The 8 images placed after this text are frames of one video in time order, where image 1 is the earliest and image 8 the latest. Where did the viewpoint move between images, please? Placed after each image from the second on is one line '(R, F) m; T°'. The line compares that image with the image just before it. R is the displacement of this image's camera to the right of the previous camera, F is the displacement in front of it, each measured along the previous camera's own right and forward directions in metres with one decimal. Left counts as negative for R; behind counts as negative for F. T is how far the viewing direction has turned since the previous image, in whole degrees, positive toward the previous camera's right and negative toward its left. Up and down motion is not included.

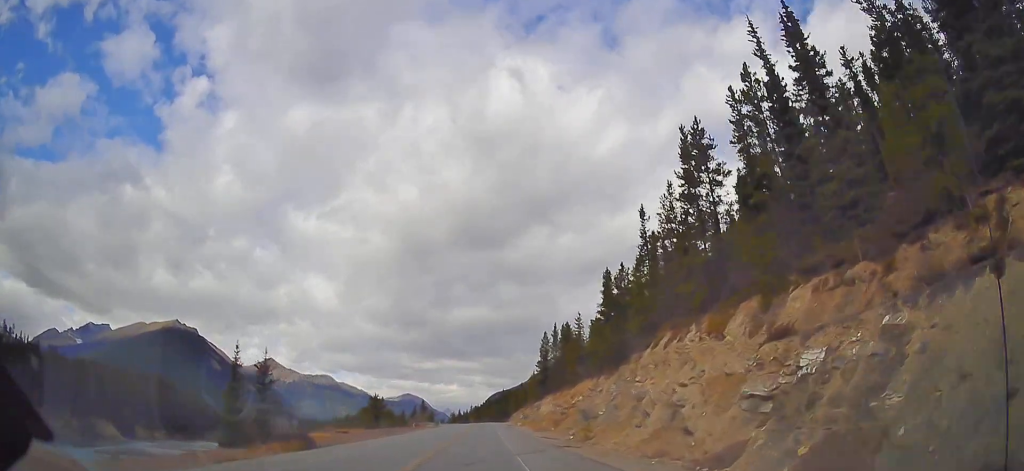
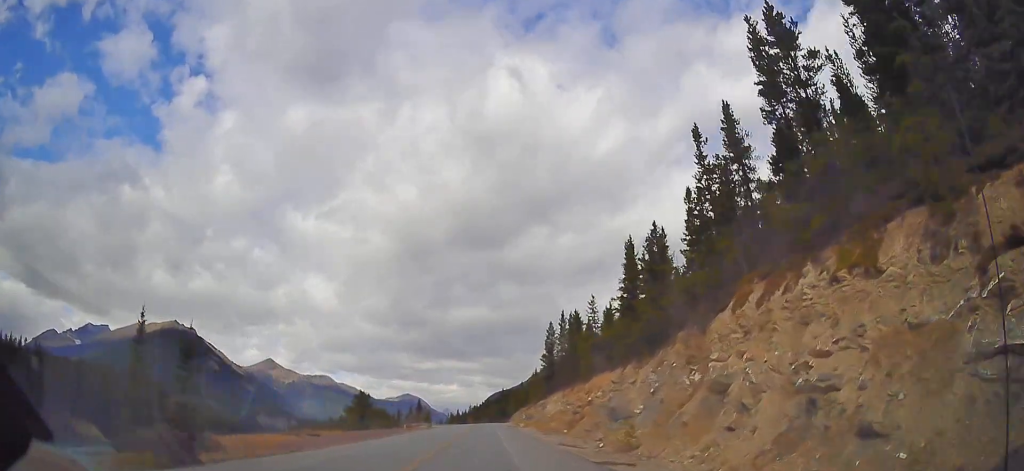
(+0.1, +12.2) m; 0°
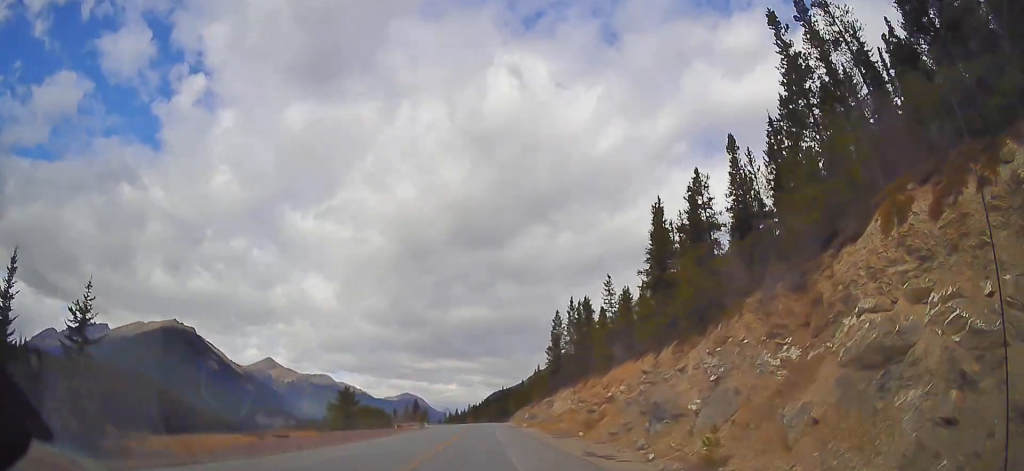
(0.0, +10.4) m; 0°
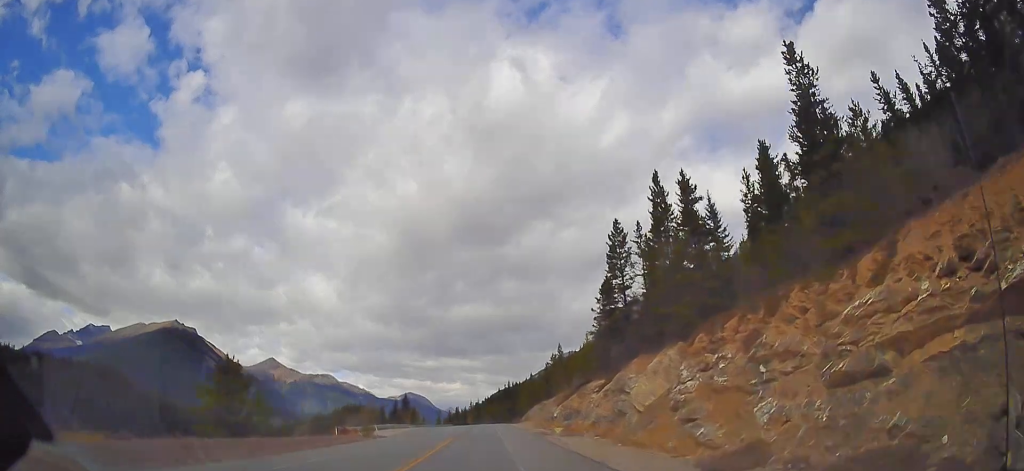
(-0.6, +43.3) m; -2°
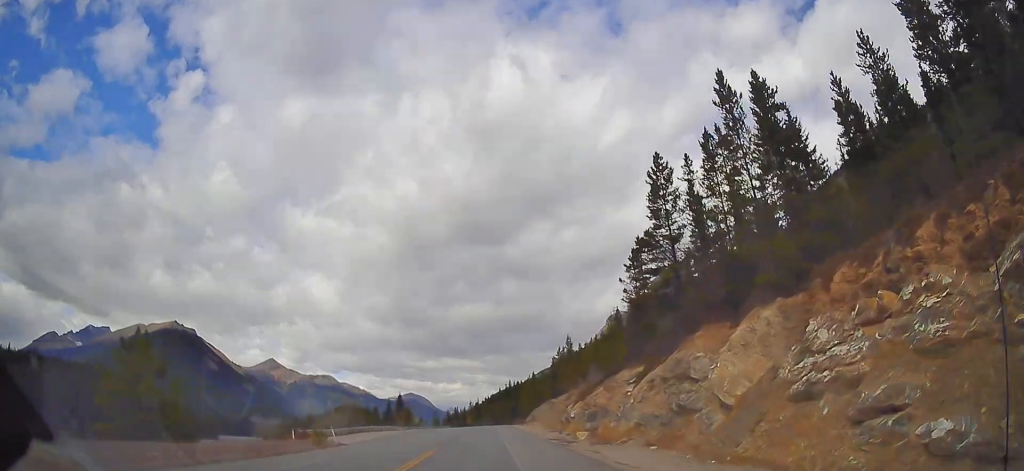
(-0.1, +14.5) m; 0°
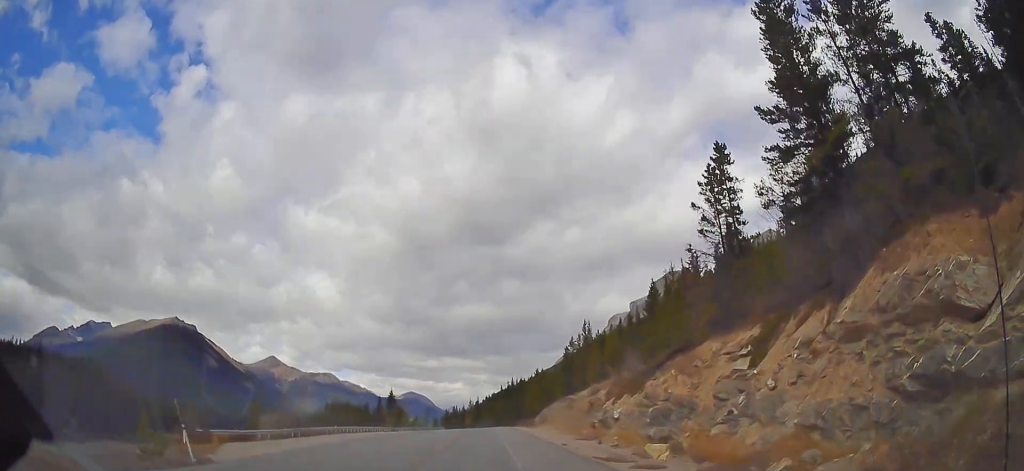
(0.0, +17.8) m; +1°
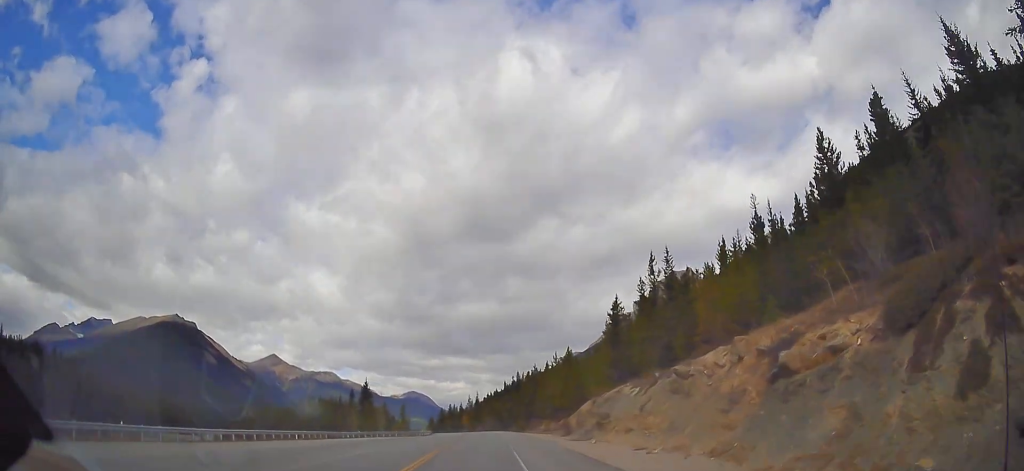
(+0.9, +39.7) m; 0°
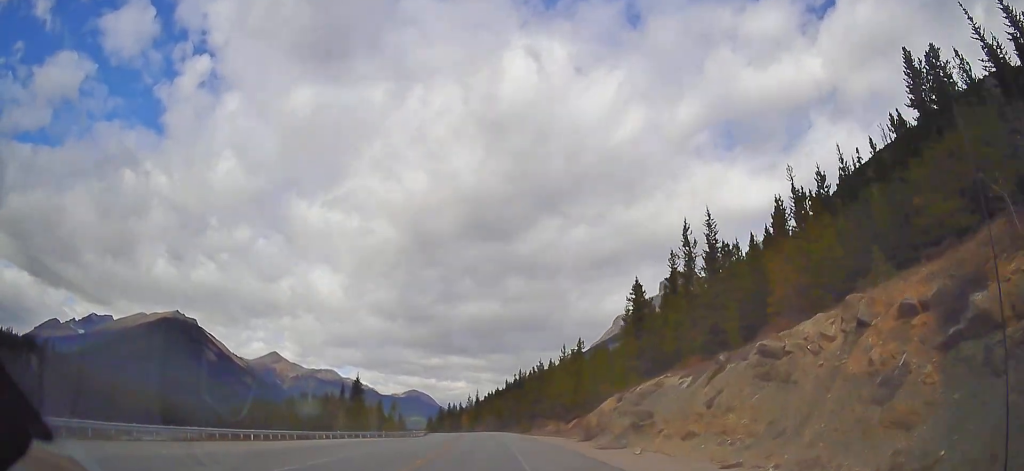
(-0.1, +10.1) m; 0°
